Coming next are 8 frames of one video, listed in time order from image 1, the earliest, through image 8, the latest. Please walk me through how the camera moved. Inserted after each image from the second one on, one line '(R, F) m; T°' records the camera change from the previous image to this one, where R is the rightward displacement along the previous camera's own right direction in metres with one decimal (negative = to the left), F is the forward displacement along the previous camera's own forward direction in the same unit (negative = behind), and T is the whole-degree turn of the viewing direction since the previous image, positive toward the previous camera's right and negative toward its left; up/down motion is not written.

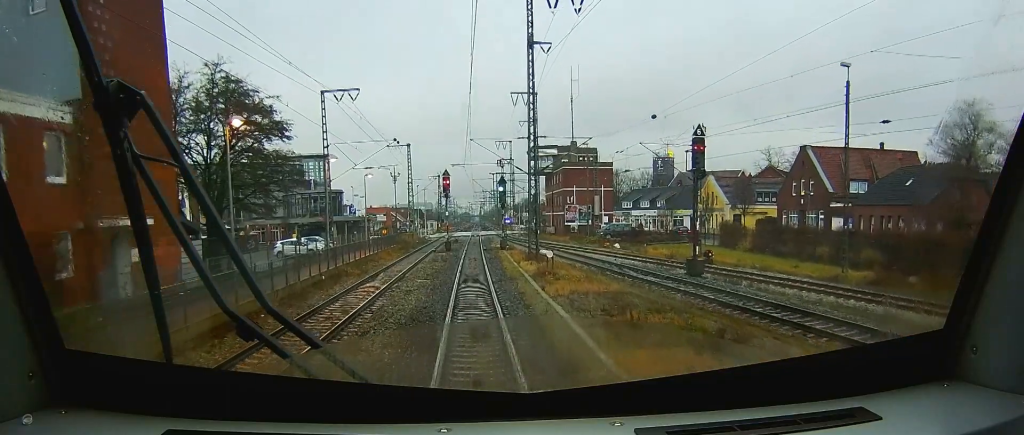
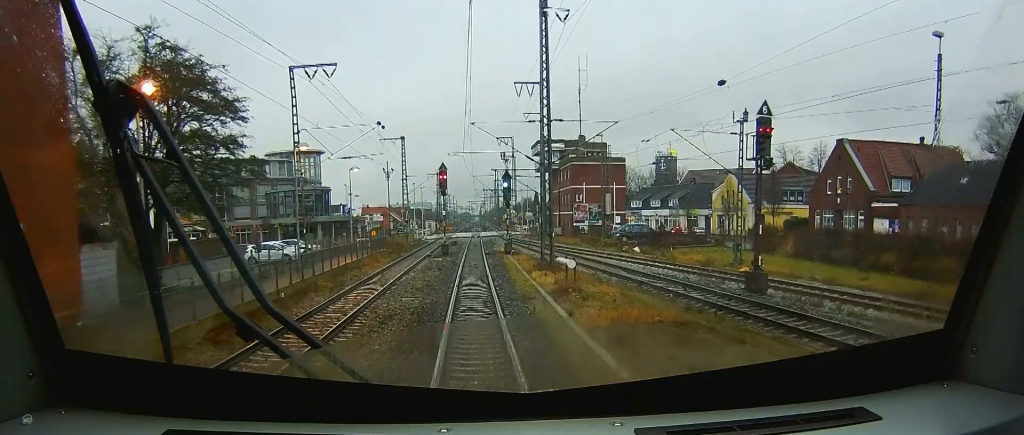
(-0.1, +7.2) m; -2°
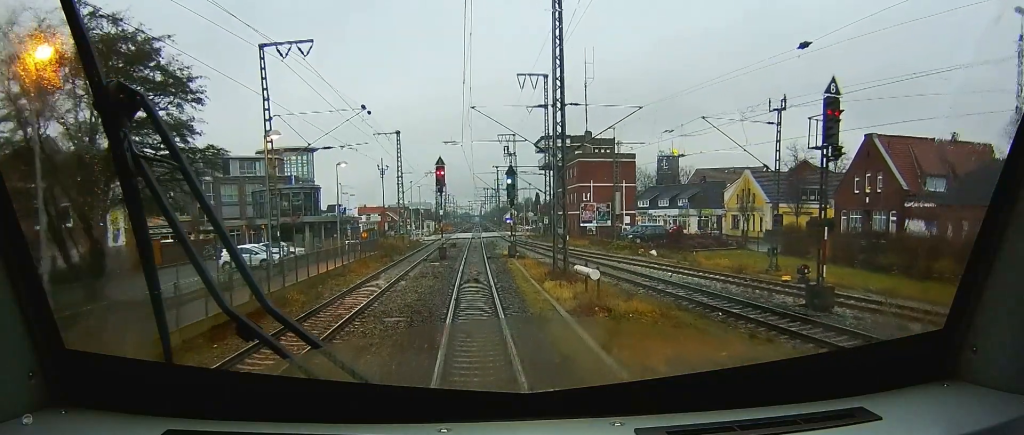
(0.0, +4.9) m; 0°
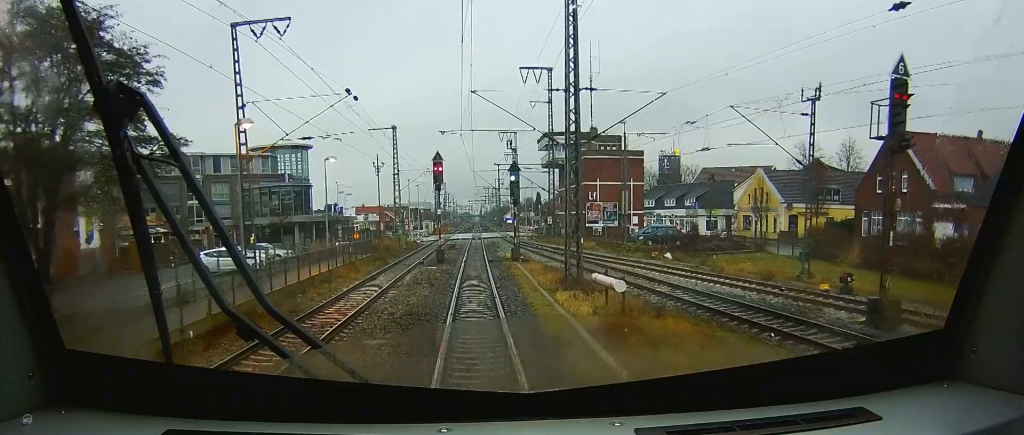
(0.0, +3.5) m; 0°
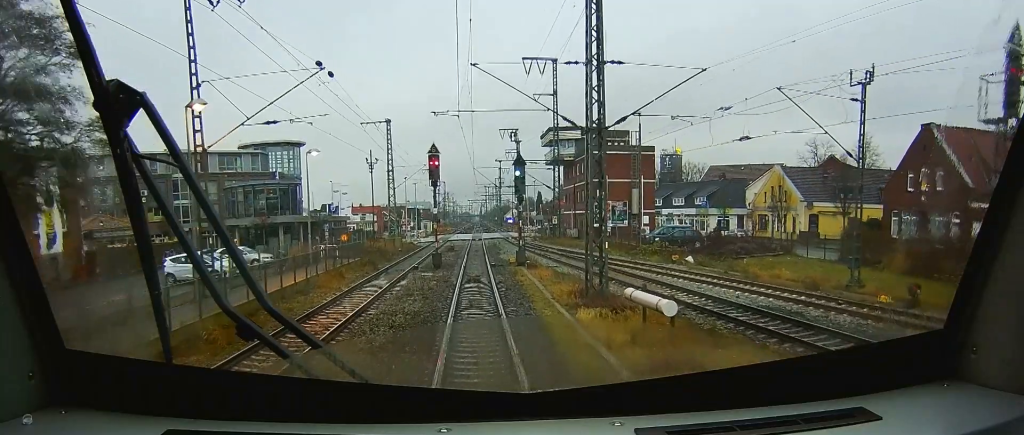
(0.0, +4.5) m; -1°
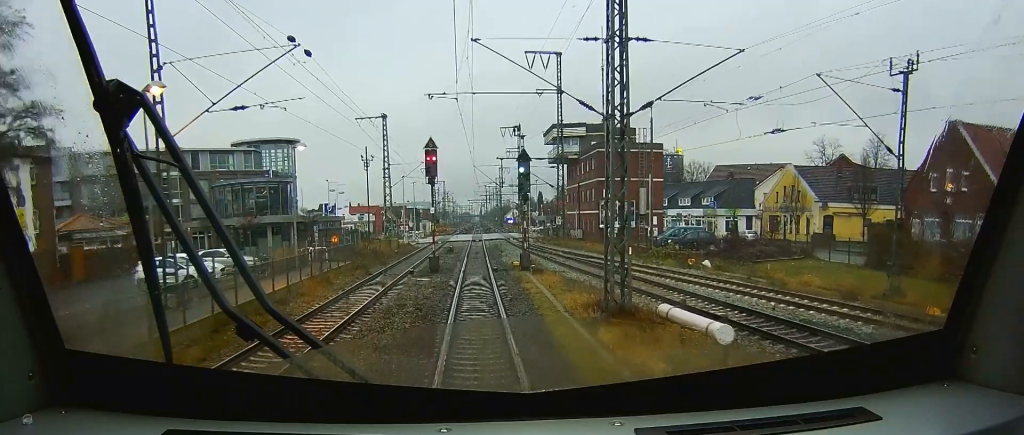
(-0.1, +3.0) m; 0°
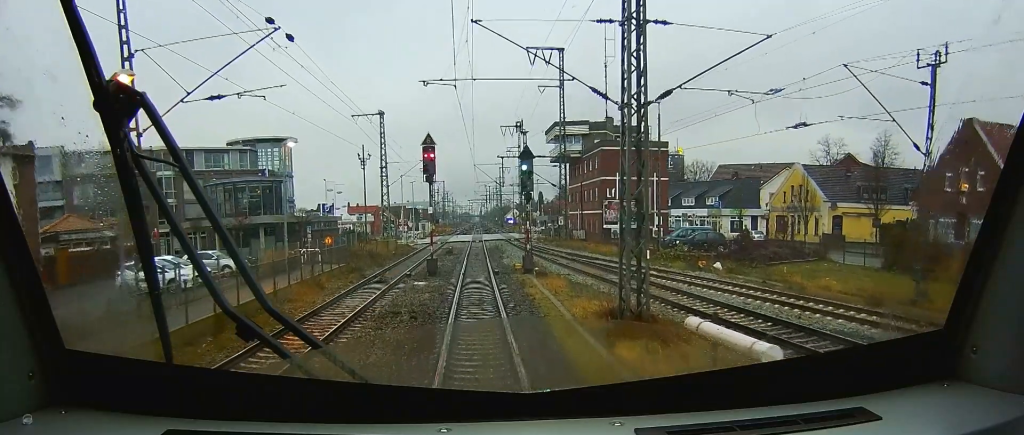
(+0.1, +2.0) m; +1°
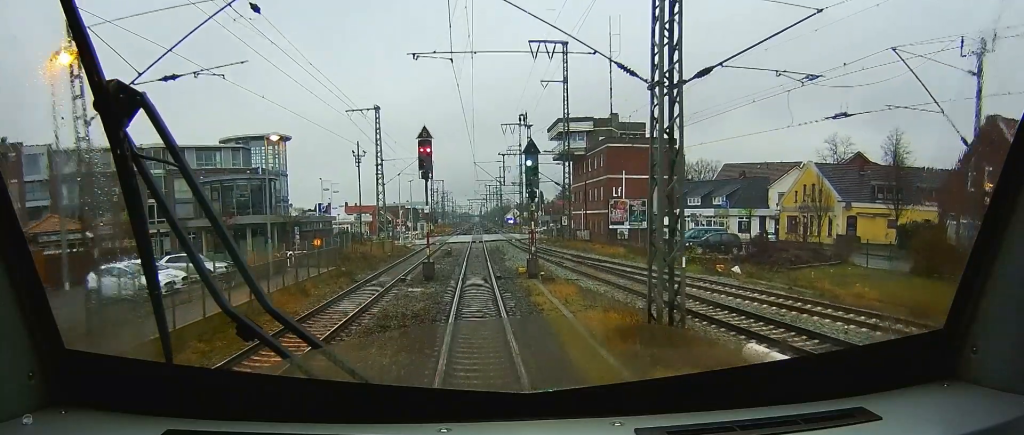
(0.0, +2.8) m; +2°
